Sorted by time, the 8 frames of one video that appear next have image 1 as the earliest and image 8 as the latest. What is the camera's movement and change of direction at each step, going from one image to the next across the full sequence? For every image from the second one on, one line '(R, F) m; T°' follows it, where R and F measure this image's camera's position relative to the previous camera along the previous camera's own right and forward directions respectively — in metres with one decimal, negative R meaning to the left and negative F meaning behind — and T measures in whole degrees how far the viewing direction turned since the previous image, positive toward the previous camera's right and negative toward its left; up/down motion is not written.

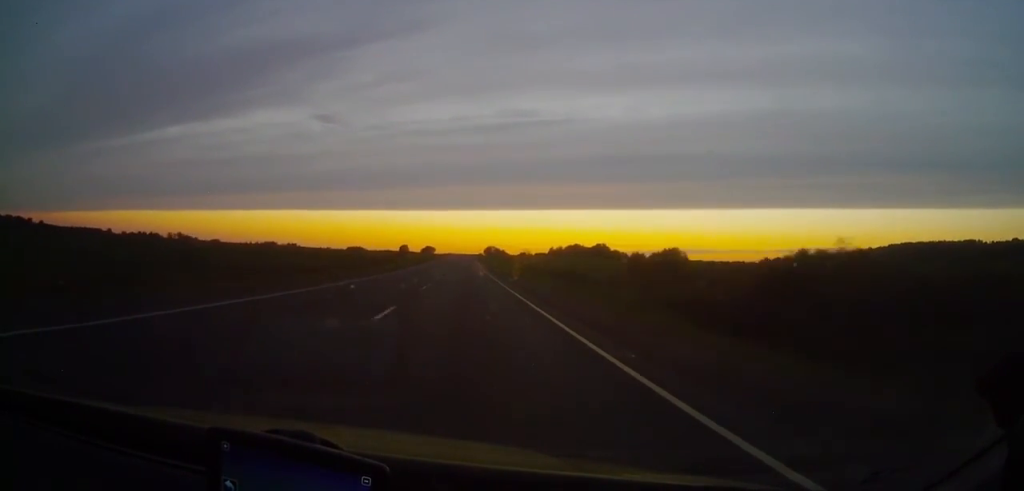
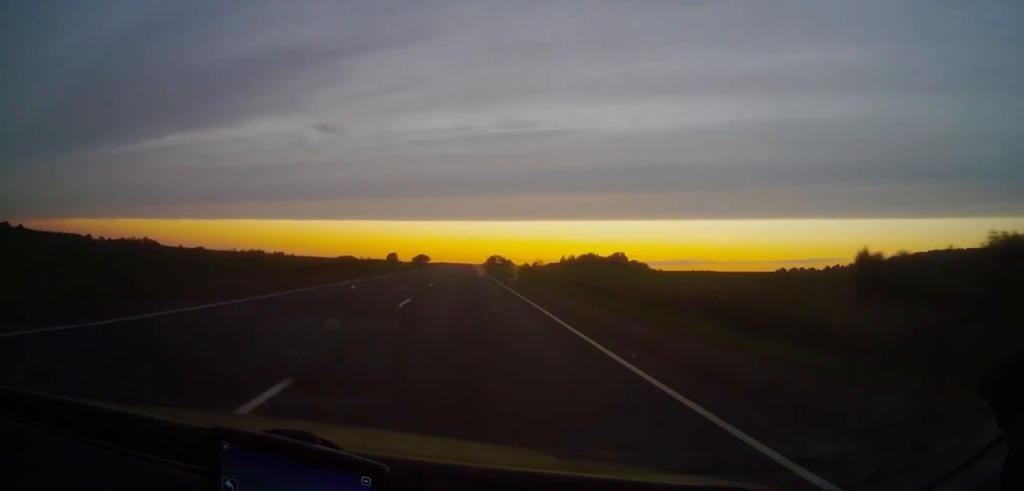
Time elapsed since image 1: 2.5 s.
(-0.7, +68.4) m; 0°
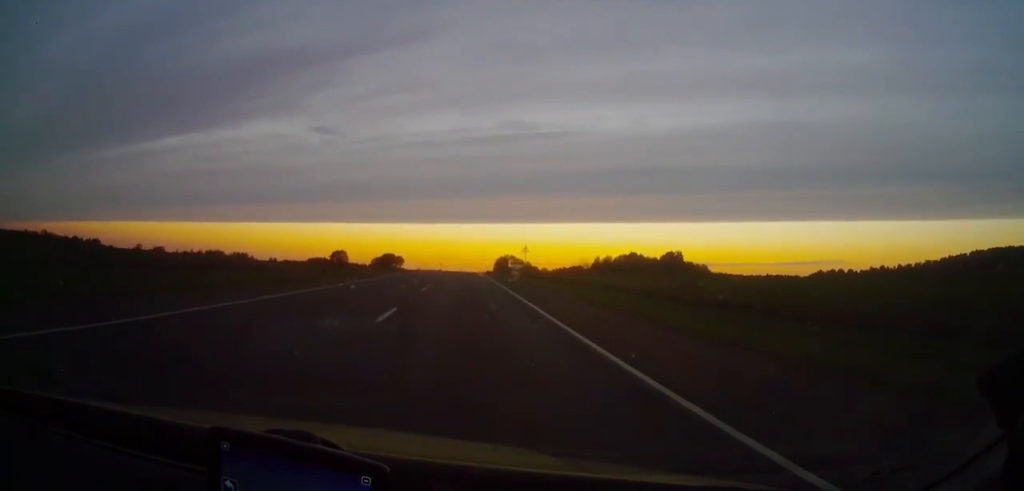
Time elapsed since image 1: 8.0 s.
(+0.9, +146.1) m; 0°
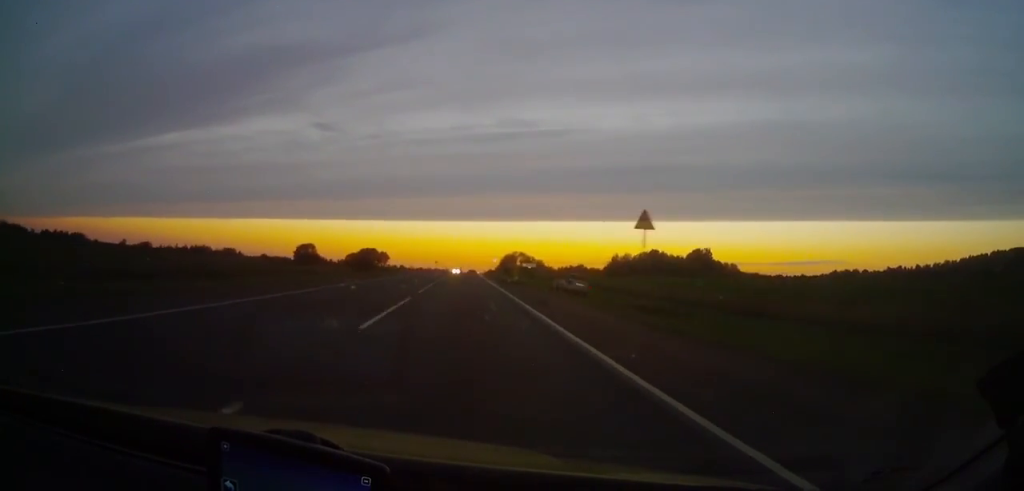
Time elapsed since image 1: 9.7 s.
(-0.2, +45.9) m; 0°
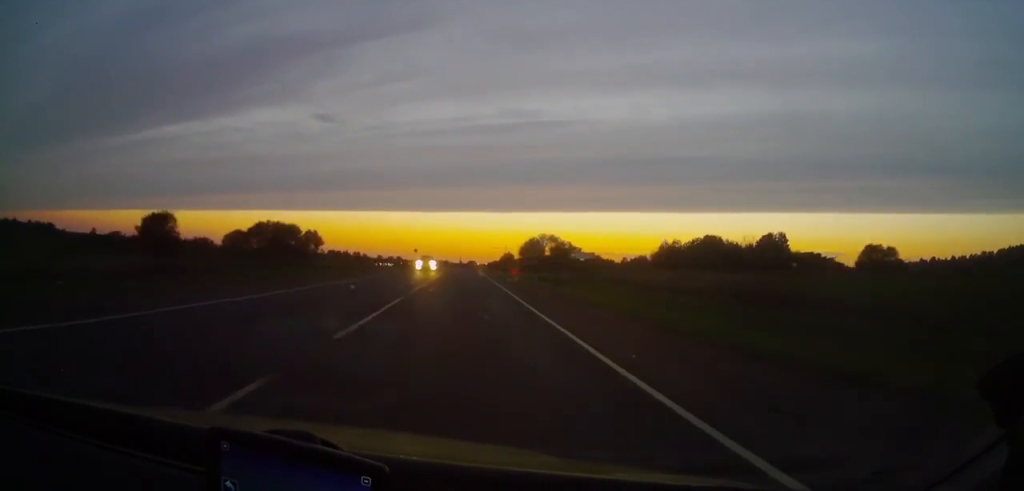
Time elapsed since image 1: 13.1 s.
(+0.1, +87.8) m; 0°
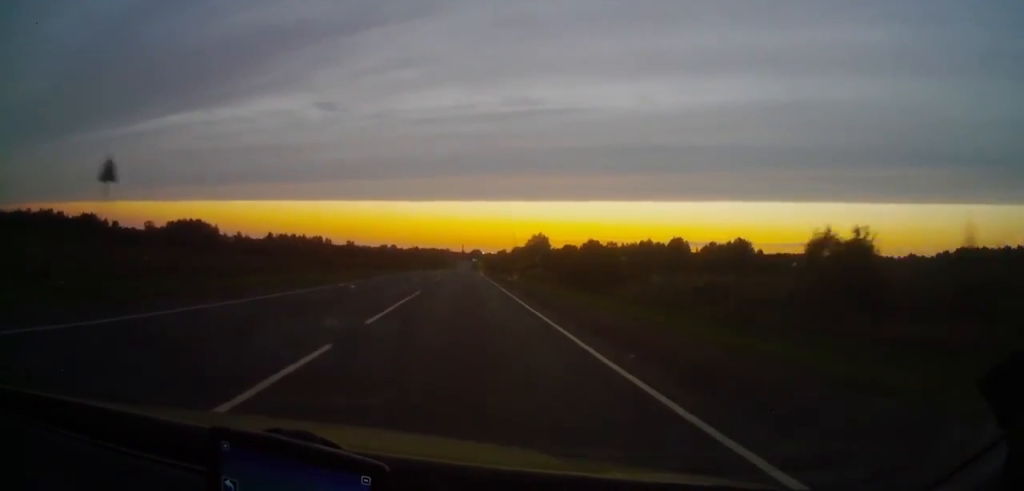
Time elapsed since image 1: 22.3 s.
(+0.8, +235.8) m; 0°
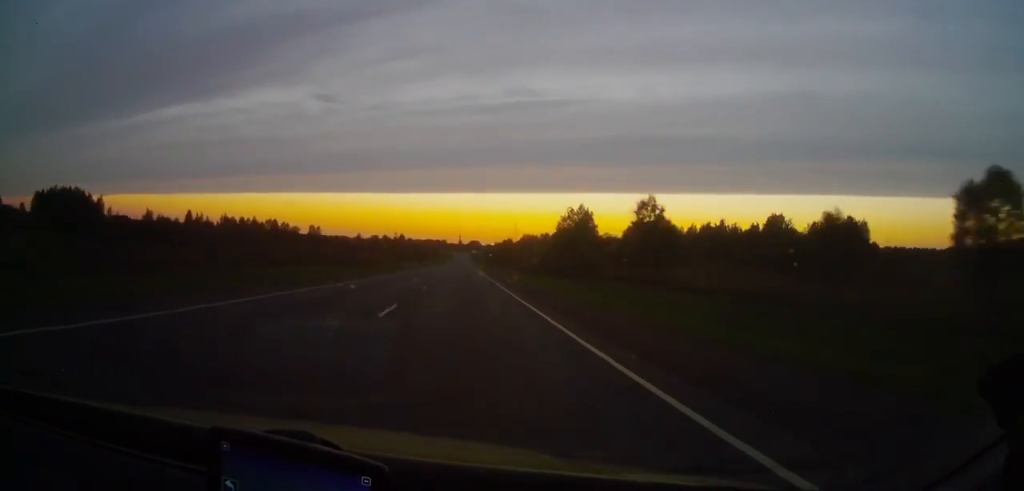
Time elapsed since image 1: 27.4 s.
(-0.4, +127.3) m; 0°
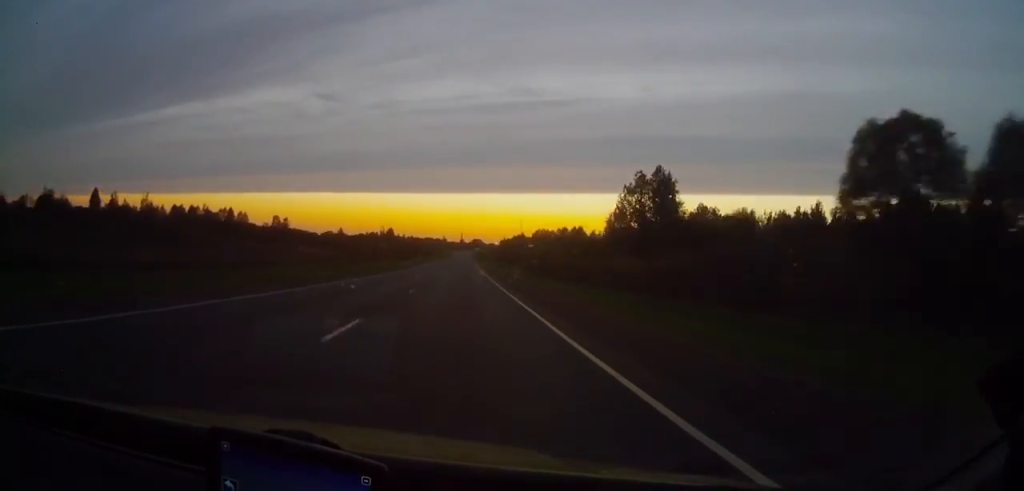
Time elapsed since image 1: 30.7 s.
(-0.3, +87.5) m; 0°
